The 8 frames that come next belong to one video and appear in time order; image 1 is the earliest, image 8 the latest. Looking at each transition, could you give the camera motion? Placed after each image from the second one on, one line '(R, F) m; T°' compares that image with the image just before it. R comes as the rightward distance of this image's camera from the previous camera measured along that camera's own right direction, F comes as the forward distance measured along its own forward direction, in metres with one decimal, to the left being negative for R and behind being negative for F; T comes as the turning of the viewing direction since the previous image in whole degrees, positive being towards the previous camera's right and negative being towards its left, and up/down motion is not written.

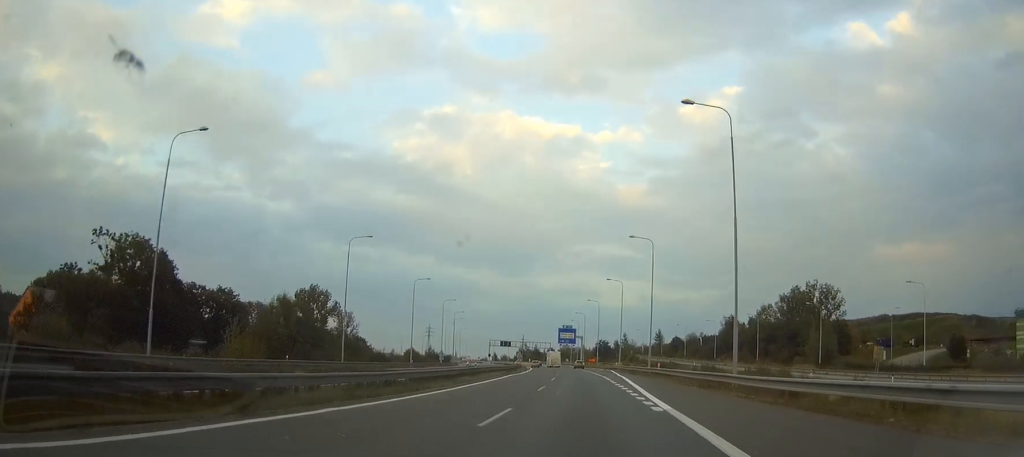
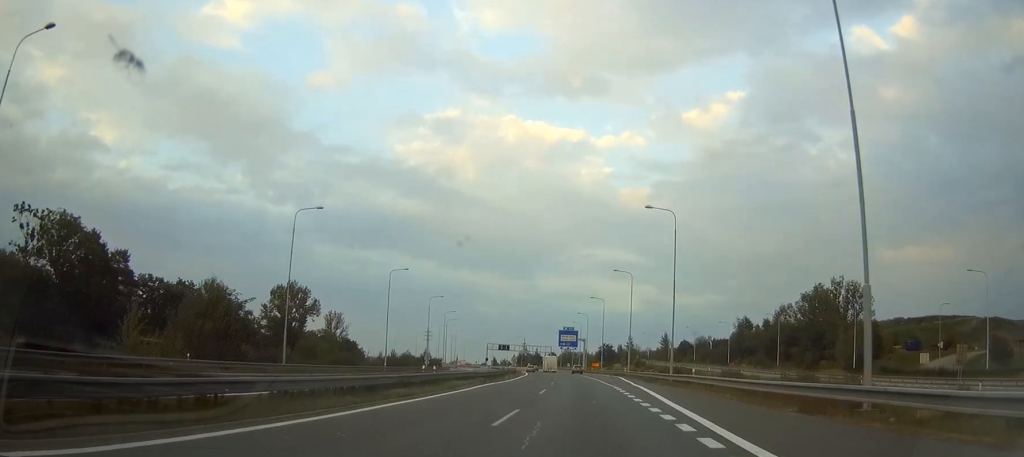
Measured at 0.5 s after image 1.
(-0.1, +16.7) m; 0°
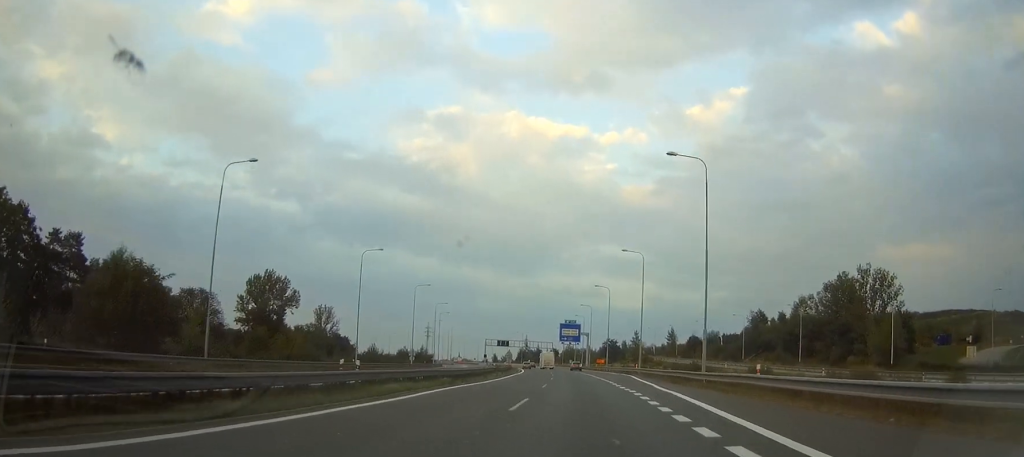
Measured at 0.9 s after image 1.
(0.0, +14.5) m; 0°
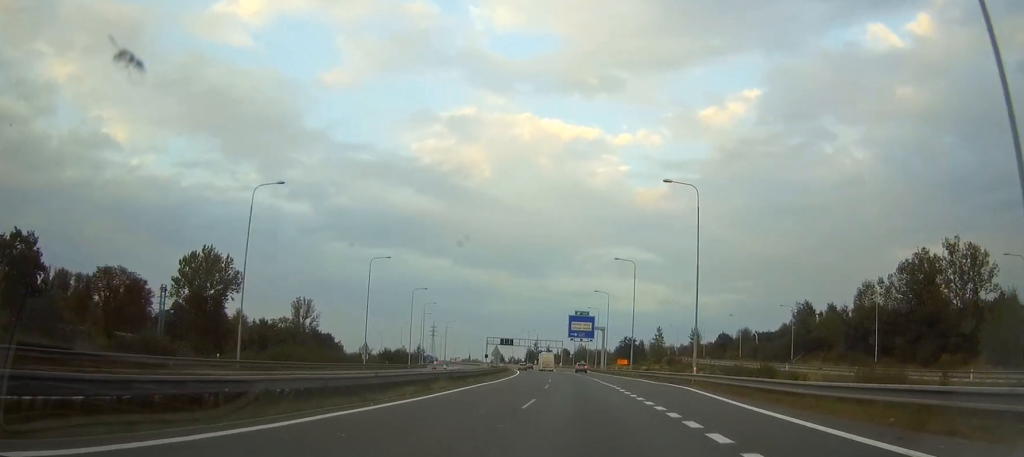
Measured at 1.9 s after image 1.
(-0.3, +34.0) m; -1°
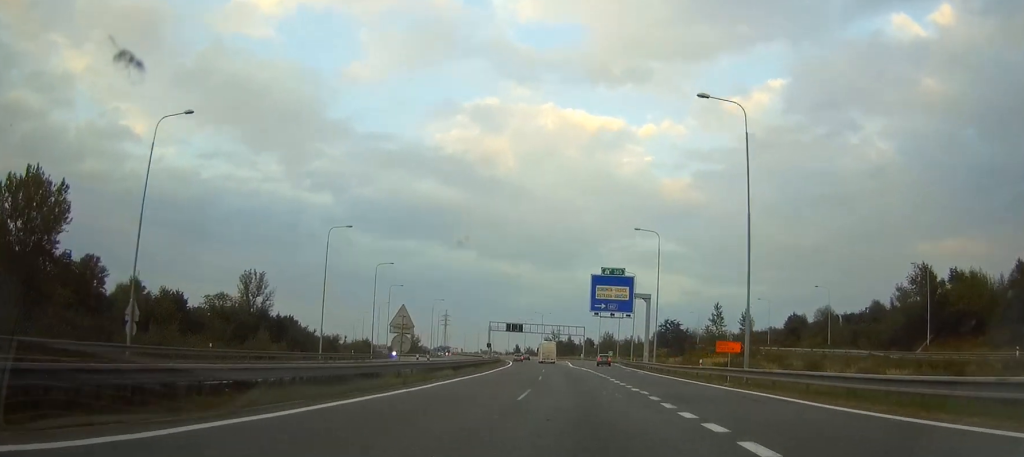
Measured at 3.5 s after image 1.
(-0.8, +54.3) m; -2°
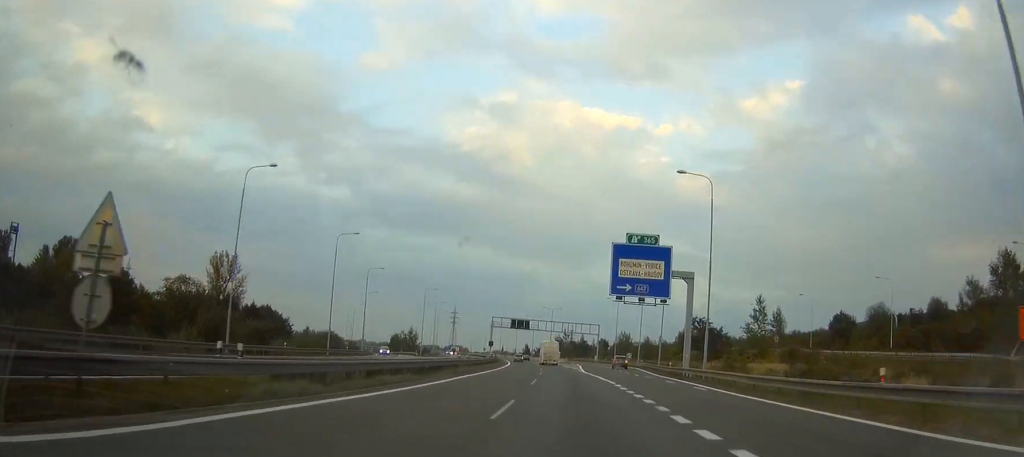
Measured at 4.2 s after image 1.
(-0.2, +23.8) m; -1°
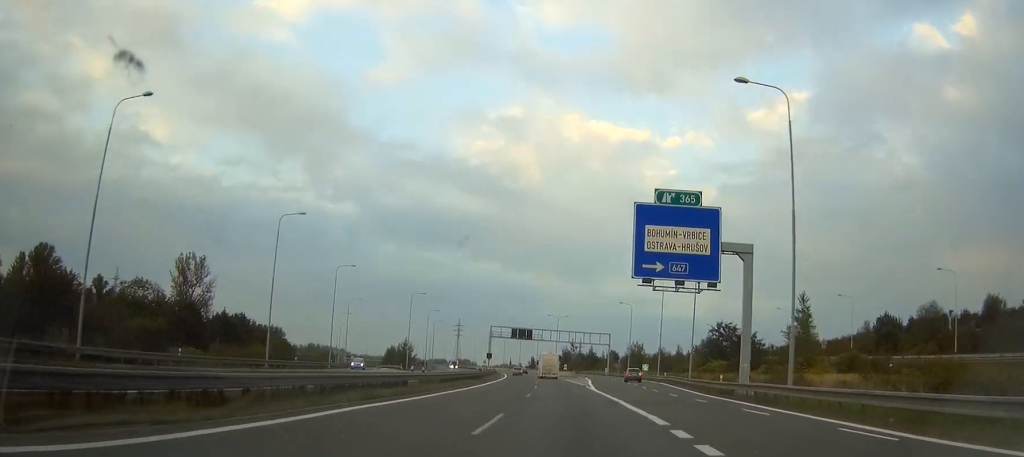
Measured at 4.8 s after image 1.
(-0.2, +18.9) m; -1°
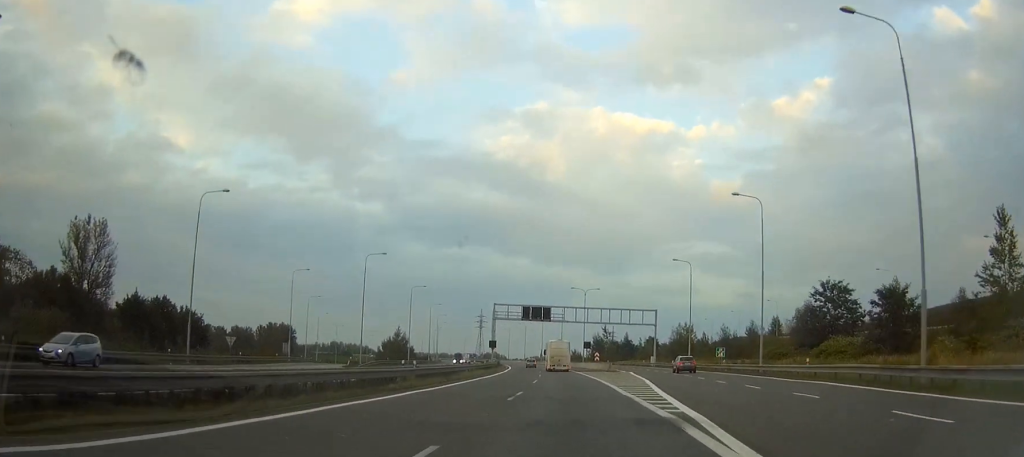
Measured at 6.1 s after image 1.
(-0.3, +44.2) m; -1°
